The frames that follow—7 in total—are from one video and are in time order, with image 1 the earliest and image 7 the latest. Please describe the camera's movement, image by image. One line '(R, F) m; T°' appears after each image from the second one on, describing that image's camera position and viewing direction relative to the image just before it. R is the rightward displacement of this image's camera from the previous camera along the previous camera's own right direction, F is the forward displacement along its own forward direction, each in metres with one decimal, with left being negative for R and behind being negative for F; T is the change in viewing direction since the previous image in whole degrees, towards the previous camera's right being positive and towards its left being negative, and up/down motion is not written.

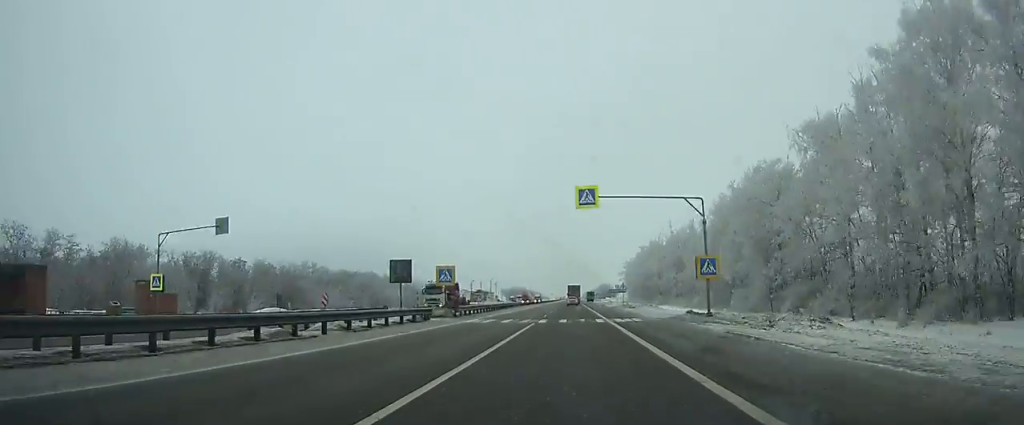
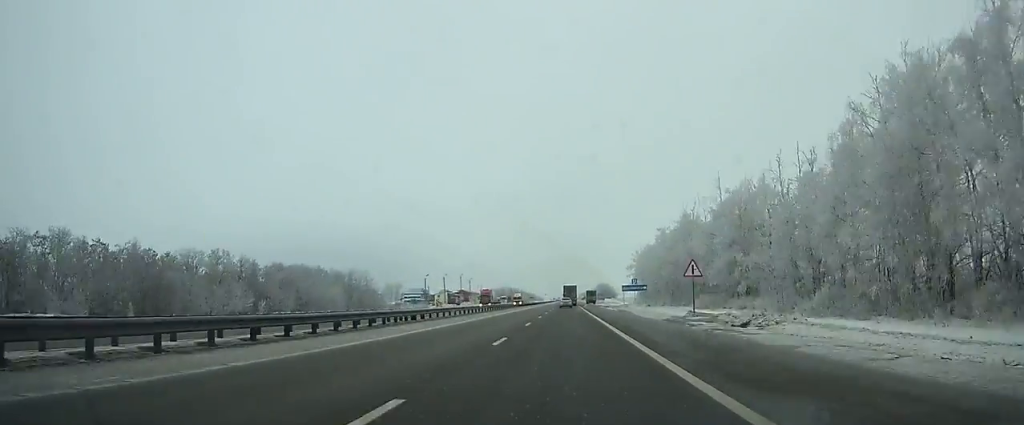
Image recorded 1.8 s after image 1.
(0.0, +51.6) m; 0°
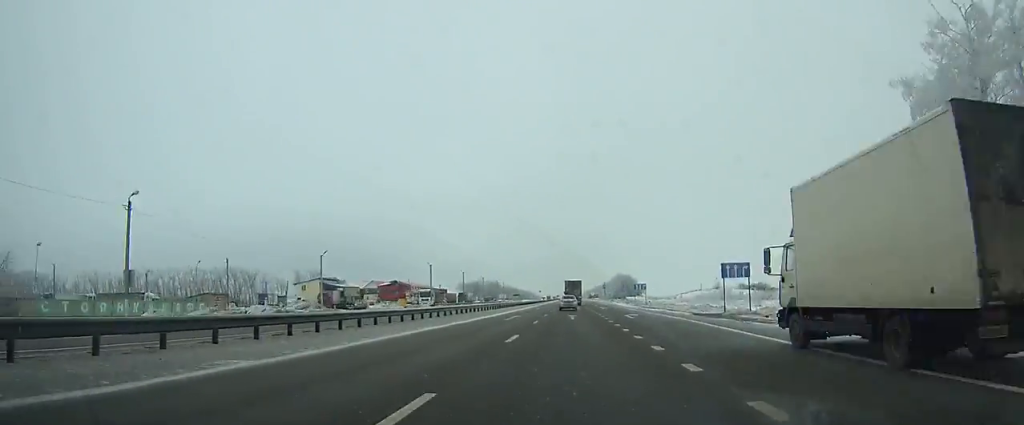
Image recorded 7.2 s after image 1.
(+0.1, +149.0) m; 0°
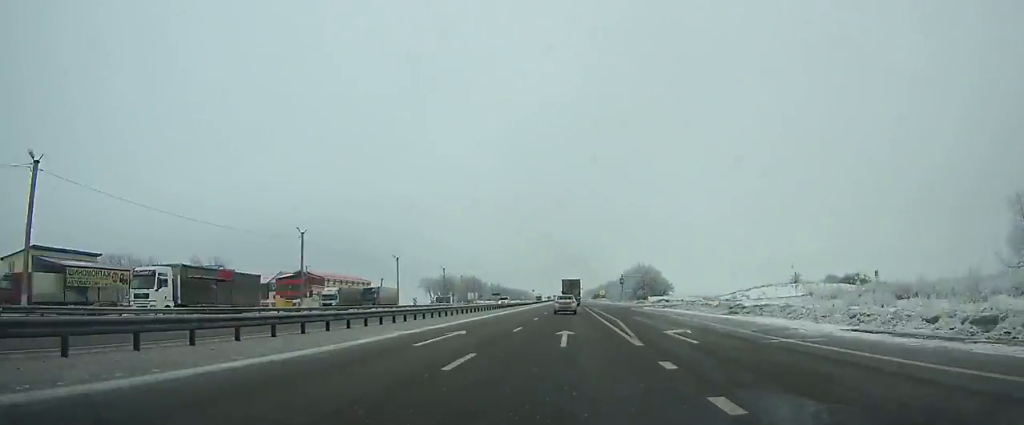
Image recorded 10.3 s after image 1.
(-0.3, +82.3) m; 0°
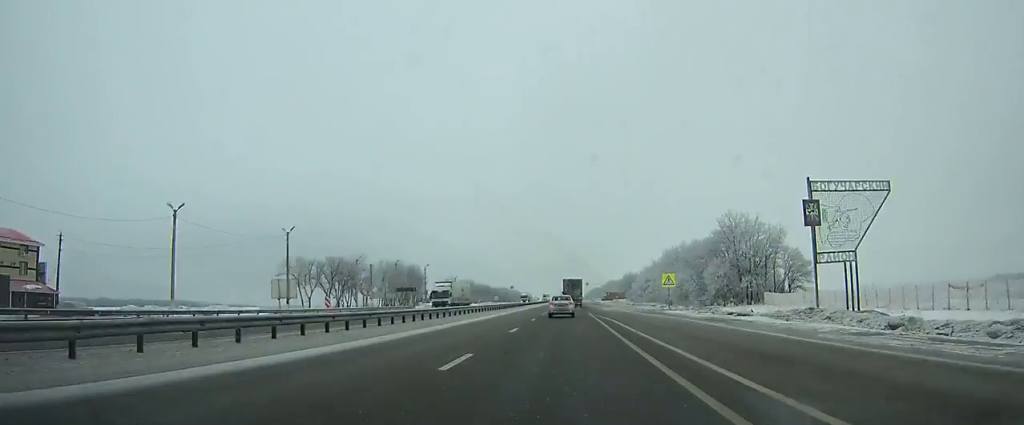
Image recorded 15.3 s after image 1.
(0.0, +123.9) m; 0°
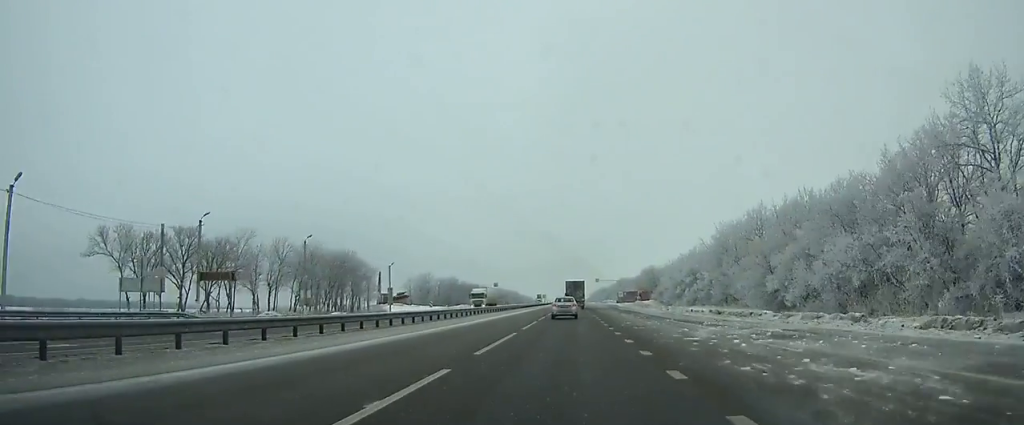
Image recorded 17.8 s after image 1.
(-0.1, +59.6) m; 0°
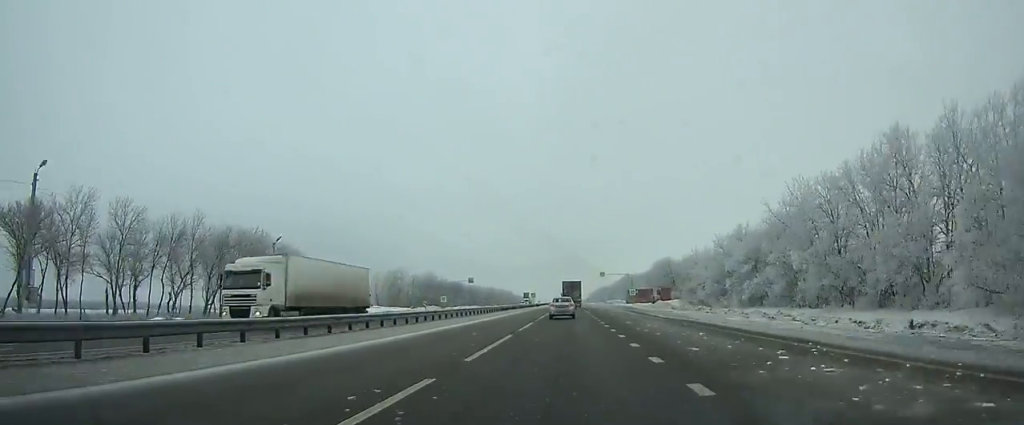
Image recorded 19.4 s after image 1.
(-0.1, +37.8) m; 0°
